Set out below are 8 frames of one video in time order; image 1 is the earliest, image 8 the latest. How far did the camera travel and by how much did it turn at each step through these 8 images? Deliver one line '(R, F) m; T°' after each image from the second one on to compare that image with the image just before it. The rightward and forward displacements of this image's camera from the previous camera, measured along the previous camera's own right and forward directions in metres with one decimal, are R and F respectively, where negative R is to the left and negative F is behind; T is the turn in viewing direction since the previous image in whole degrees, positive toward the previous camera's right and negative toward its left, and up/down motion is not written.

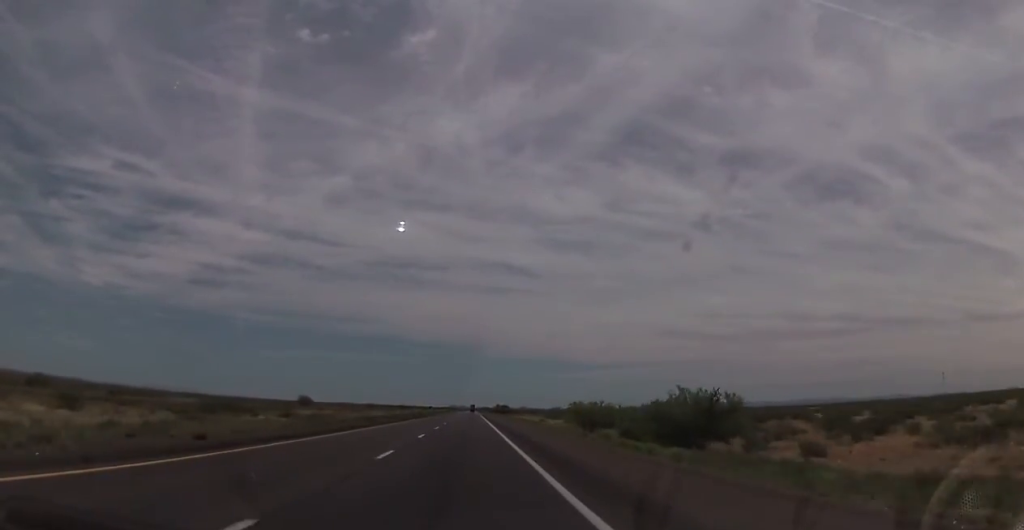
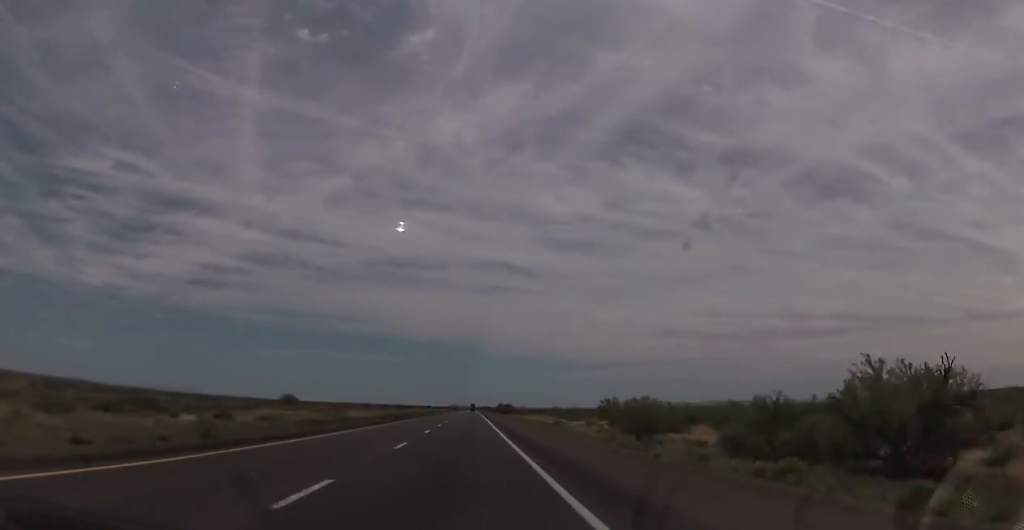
(0.0, +20.1) m; 0°
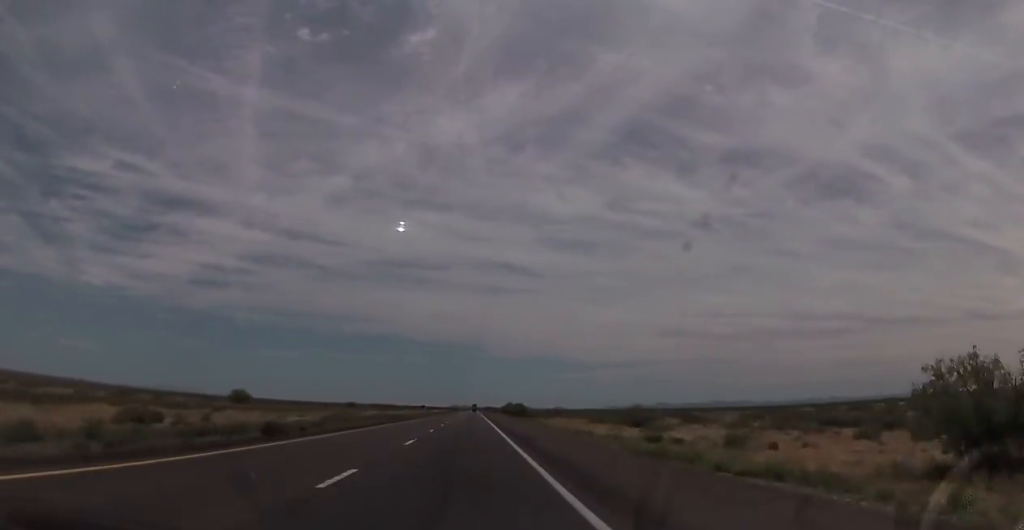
(+0.1, +45.6) m; 0°
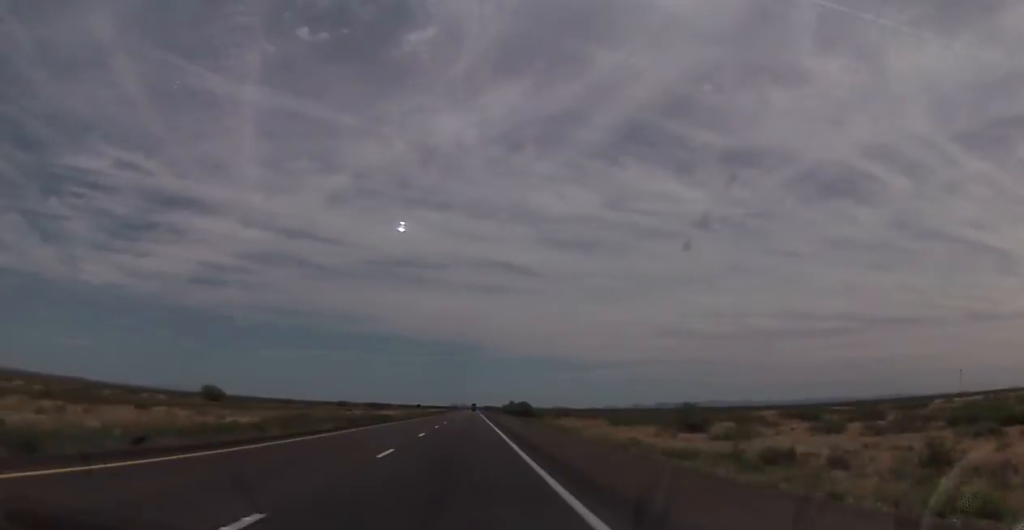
(0.0, +17.5) m; 0°
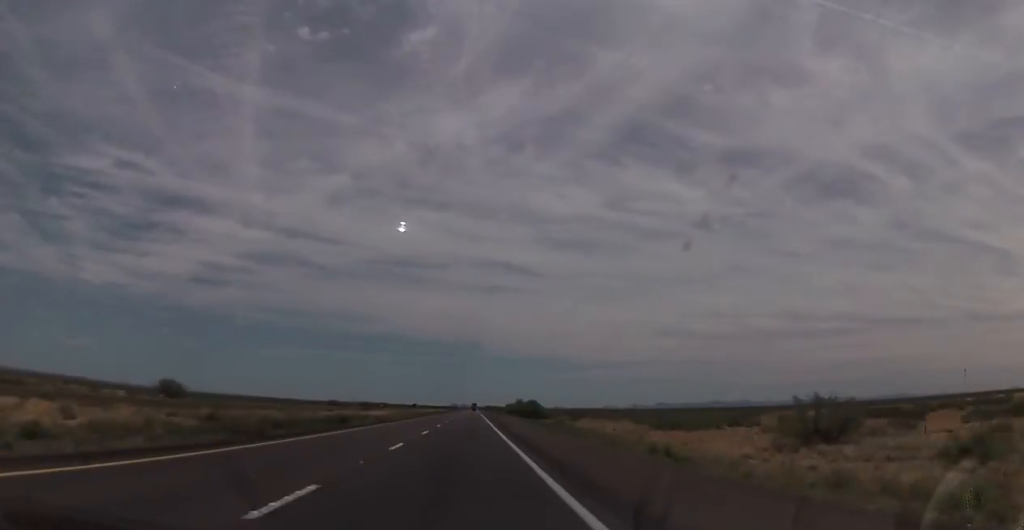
(0.0, +21.0) m; 0°
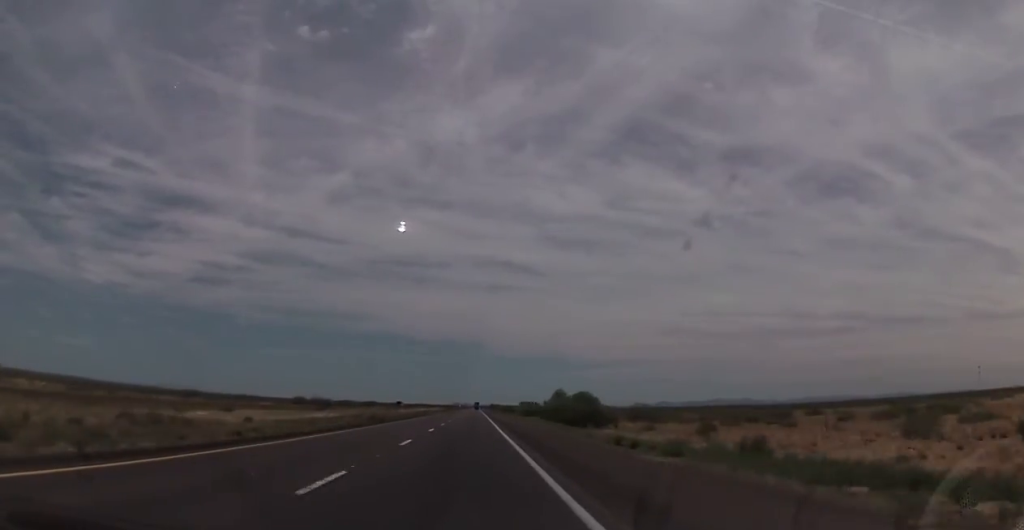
(0.0, +56.1) m; 0°
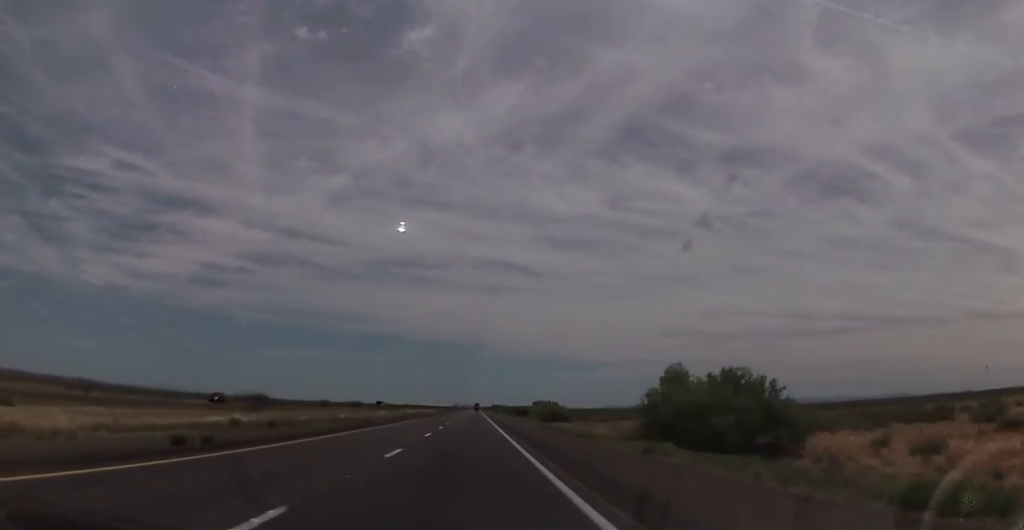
(-0.1, +37.3) m; -1°
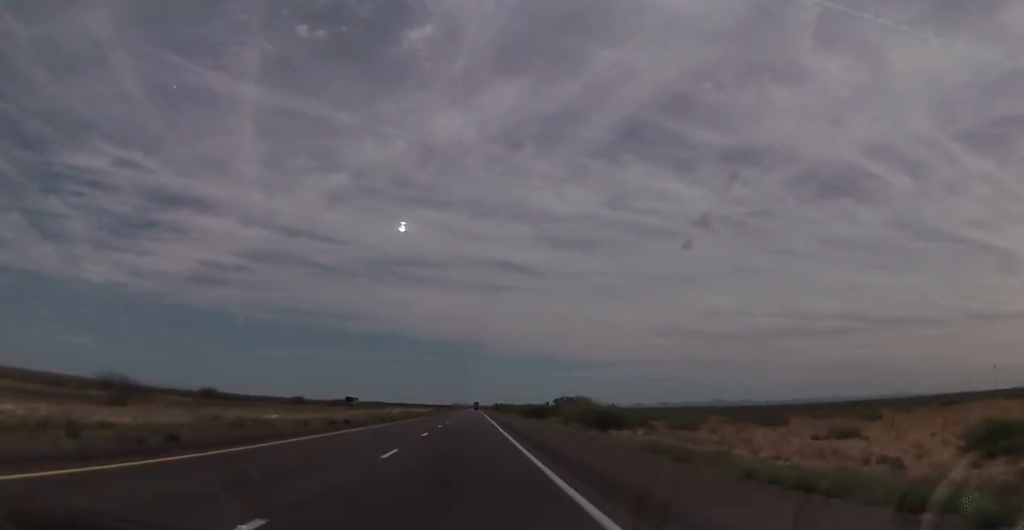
(-0.1, +32.7) m; 0°
